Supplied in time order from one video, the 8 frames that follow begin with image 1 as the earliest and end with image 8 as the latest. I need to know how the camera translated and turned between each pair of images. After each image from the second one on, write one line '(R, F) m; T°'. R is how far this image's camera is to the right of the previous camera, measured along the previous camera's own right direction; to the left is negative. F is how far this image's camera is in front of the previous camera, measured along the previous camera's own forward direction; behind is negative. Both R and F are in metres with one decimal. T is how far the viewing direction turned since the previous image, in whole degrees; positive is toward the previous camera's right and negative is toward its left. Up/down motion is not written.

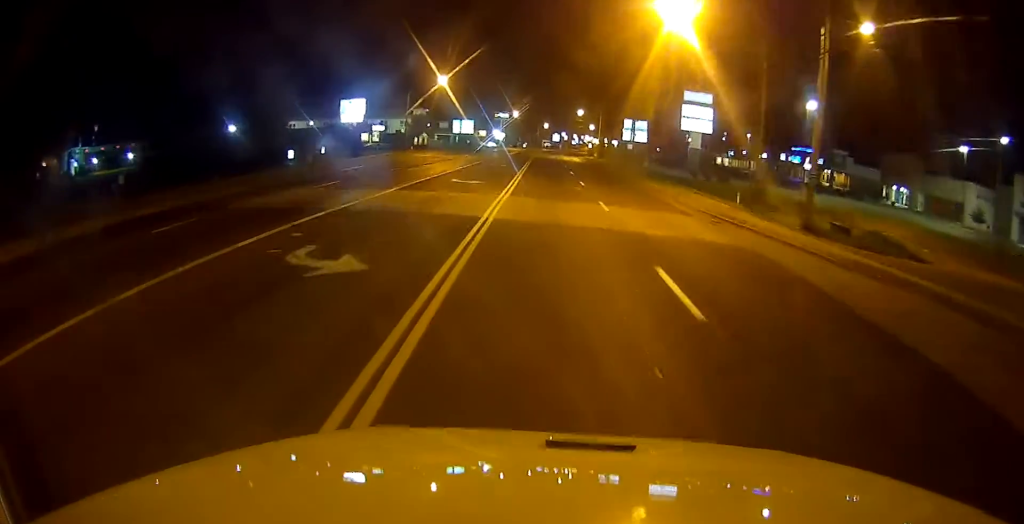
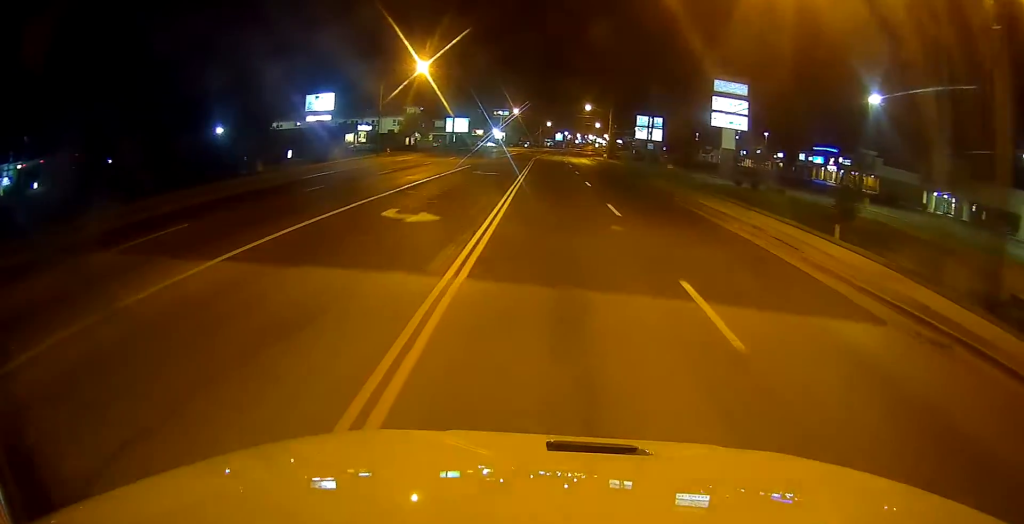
(0.0, +11.6) m; -2°
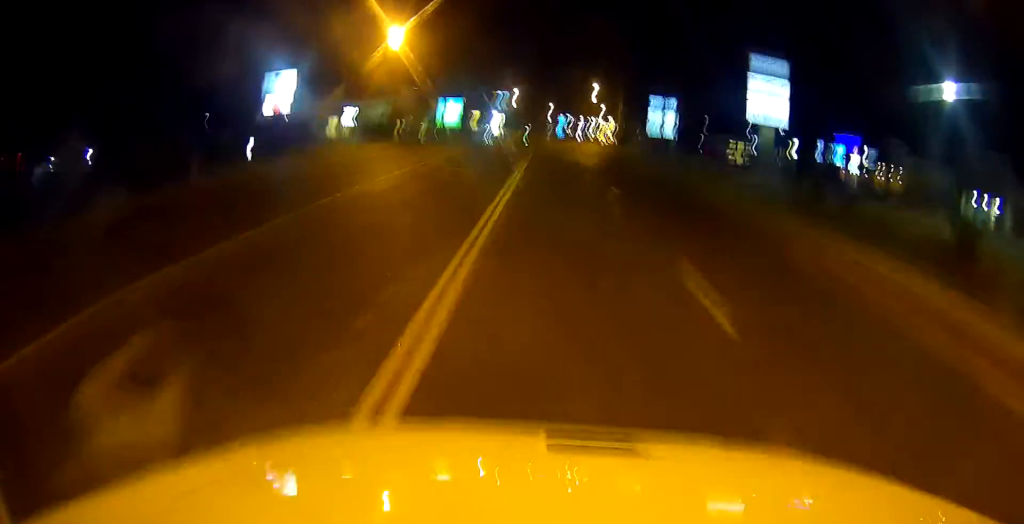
(-0.2, +10.4) m; -1°
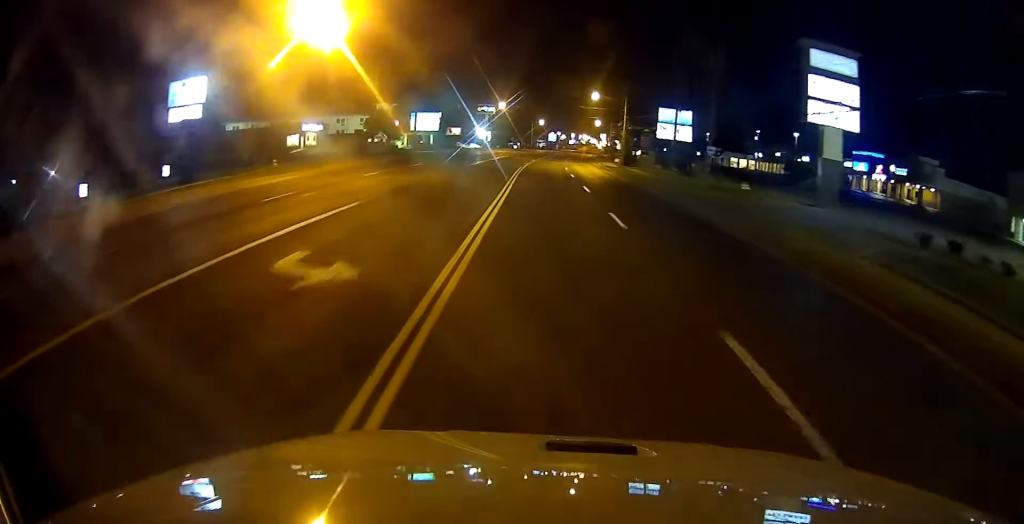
(+0.1, +14.0) m; +1°
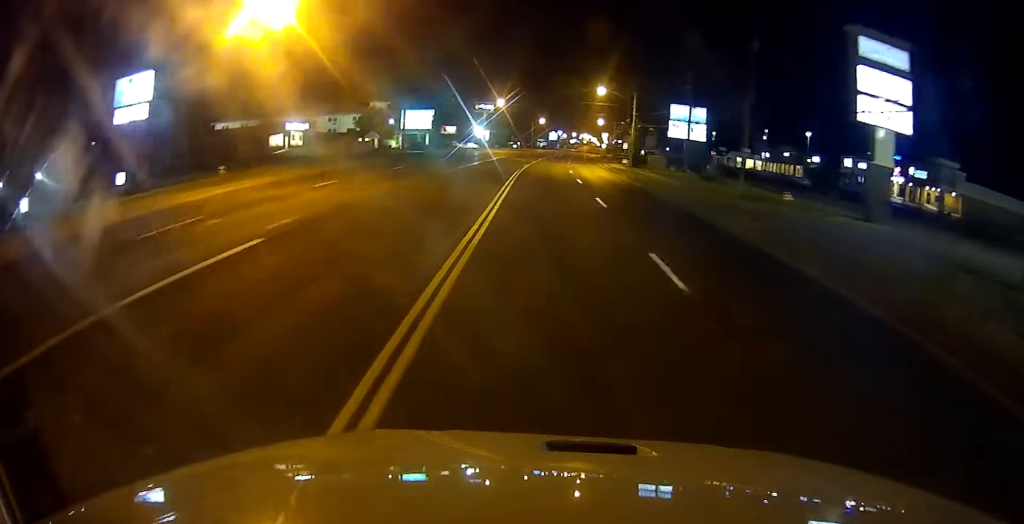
(0.0, +6.4) m; 0°
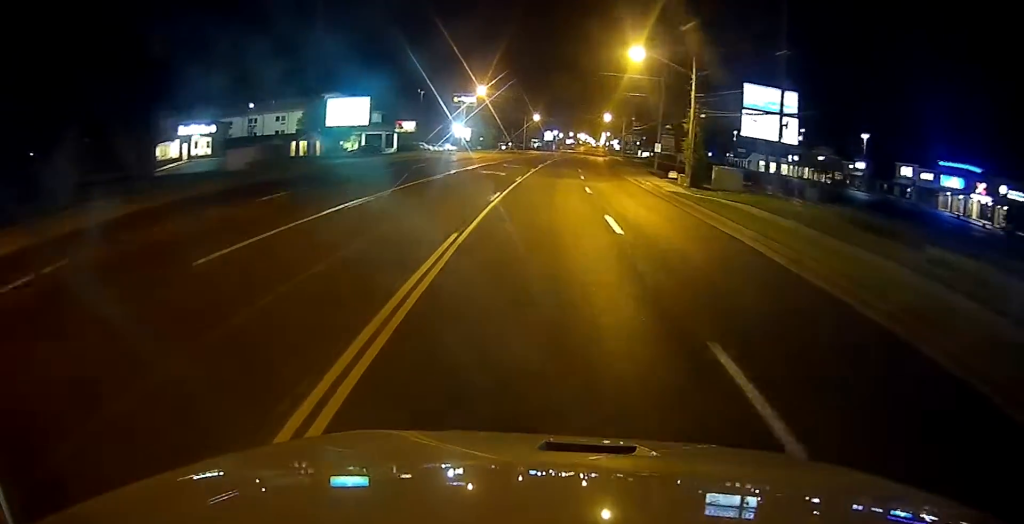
(+0.2, +28.5) m; +3°
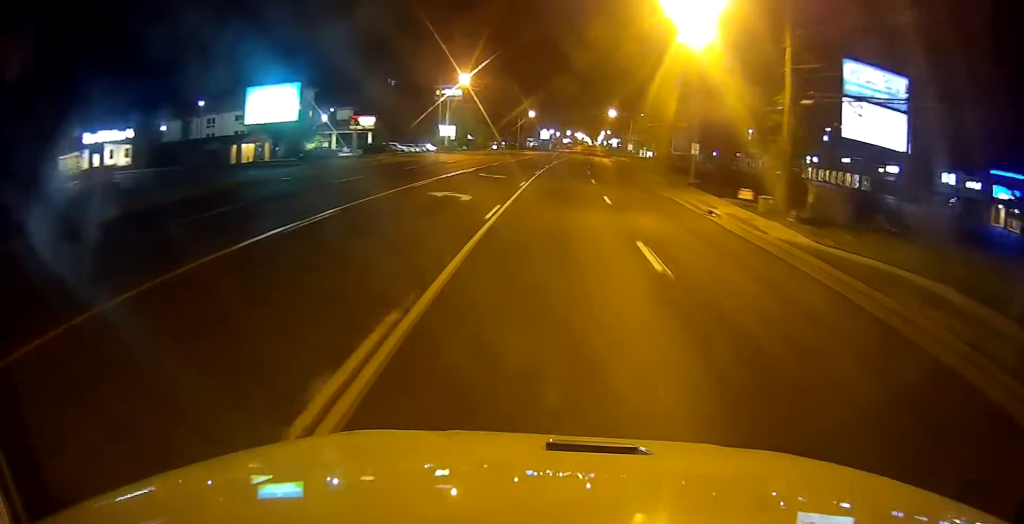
(+0.6, +16.4) m; 0°
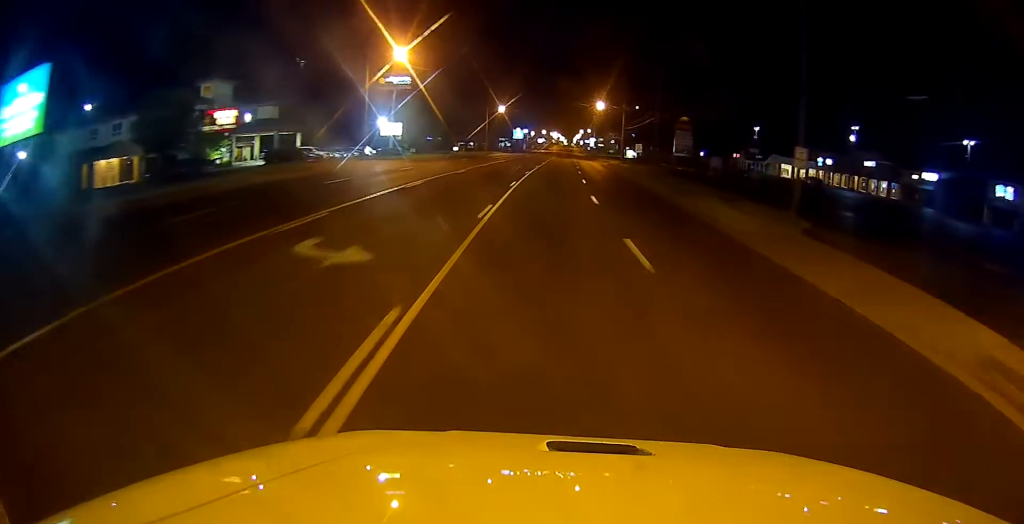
(-0.7, +22.9) m; -2°
